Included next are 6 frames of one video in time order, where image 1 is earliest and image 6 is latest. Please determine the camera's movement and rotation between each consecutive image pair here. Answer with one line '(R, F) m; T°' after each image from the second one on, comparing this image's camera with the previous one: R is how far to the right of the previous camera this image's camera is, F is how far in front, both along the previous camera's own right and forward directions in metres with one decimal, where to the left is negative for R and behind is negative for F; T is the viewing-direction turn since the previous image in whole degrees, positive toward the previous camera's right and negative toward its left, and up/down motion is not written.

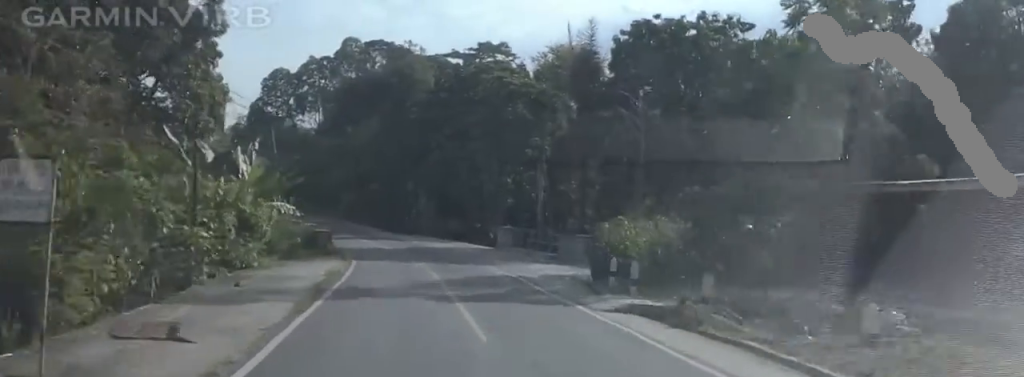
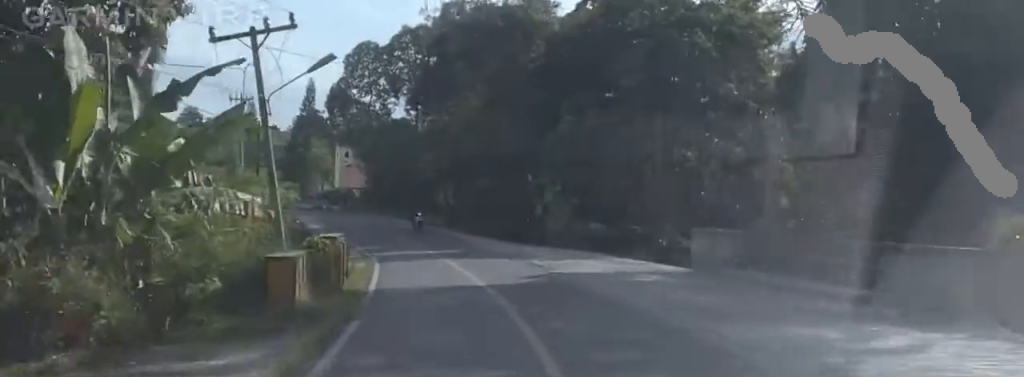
(-0.7, +23.2) m; -6°
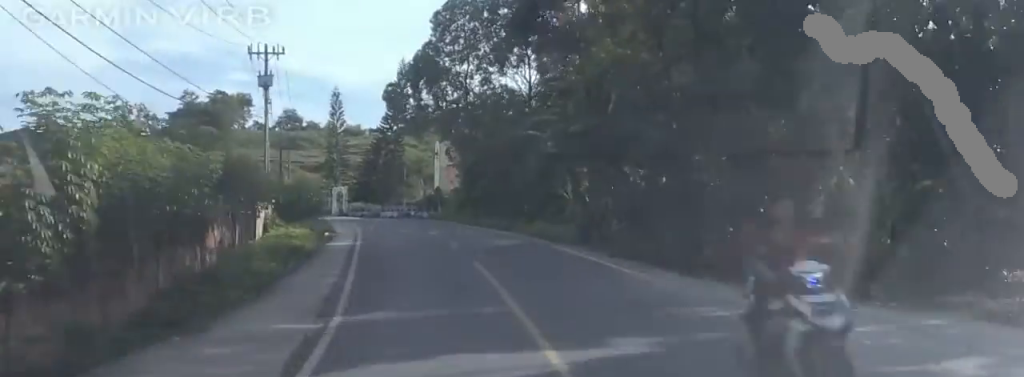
(-2.5, +23.7) m; -10°
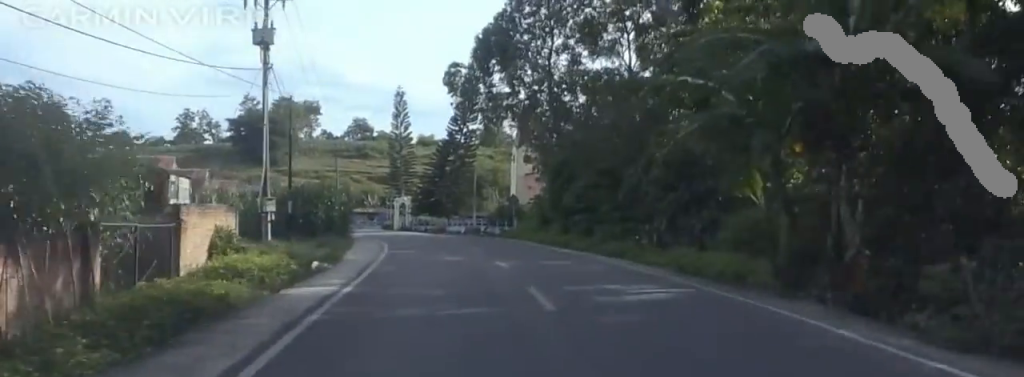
(-0.4, +15.0) m; -4°
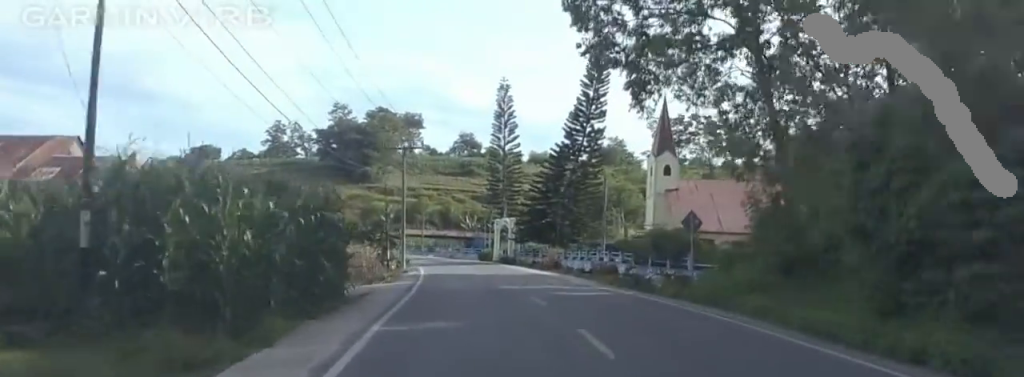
(-1.7, +24.9) m; -5°
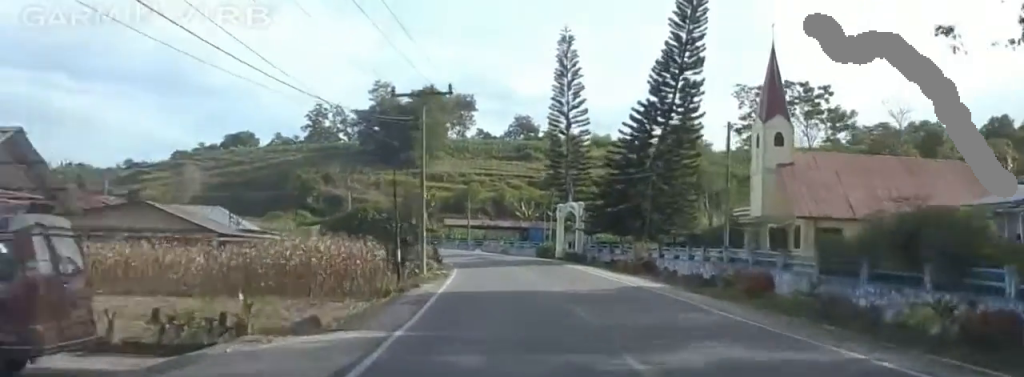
(0.0, +18.3) m; -3°
